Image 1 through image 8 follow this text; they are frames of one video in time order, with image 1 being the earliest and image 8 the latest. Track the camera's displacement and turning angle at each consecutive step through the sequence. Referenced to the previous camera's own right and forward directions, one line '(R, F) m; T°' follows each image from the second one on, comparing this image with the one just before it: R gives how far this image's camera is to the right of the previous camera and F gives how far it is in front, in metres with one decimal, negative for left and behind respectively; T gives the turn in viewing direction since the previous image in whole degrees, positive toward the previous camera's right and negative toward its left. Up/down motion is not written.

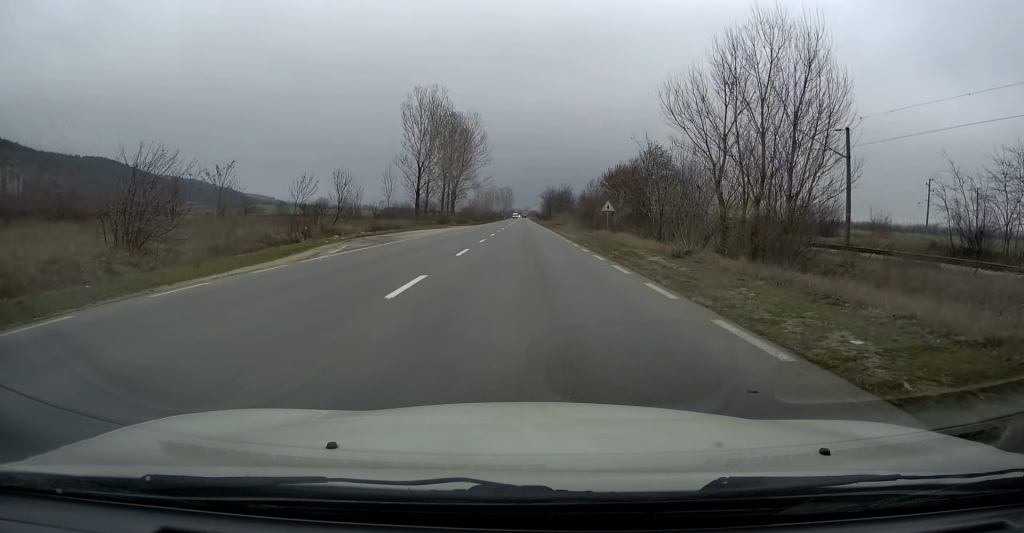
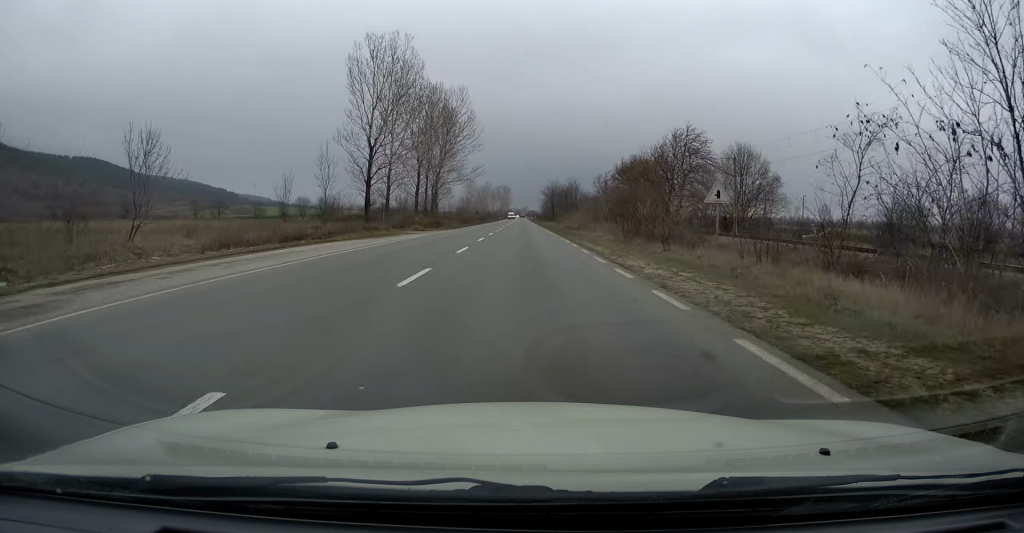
(0.0, +25.5) m; 0°
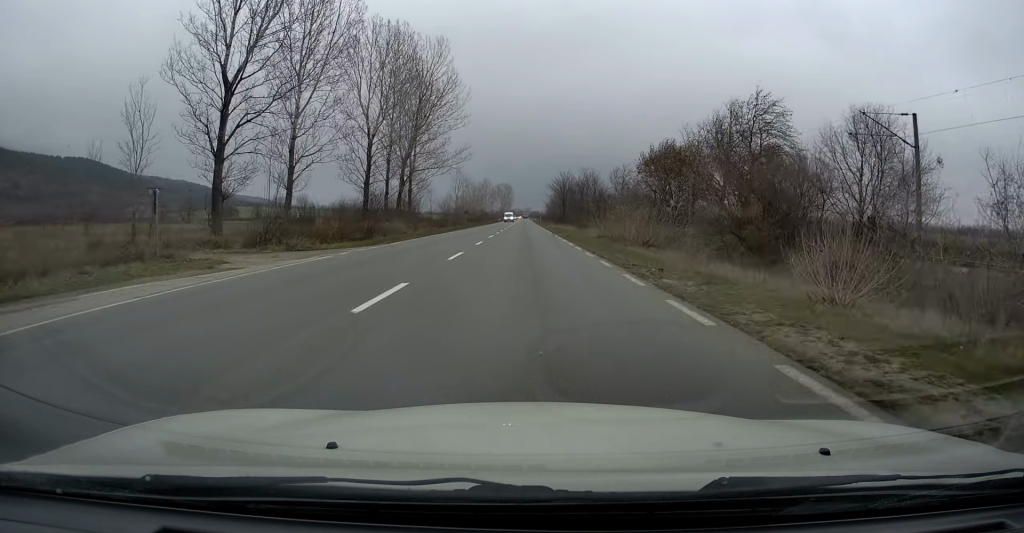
(+0.3, +29.3) m; +1°
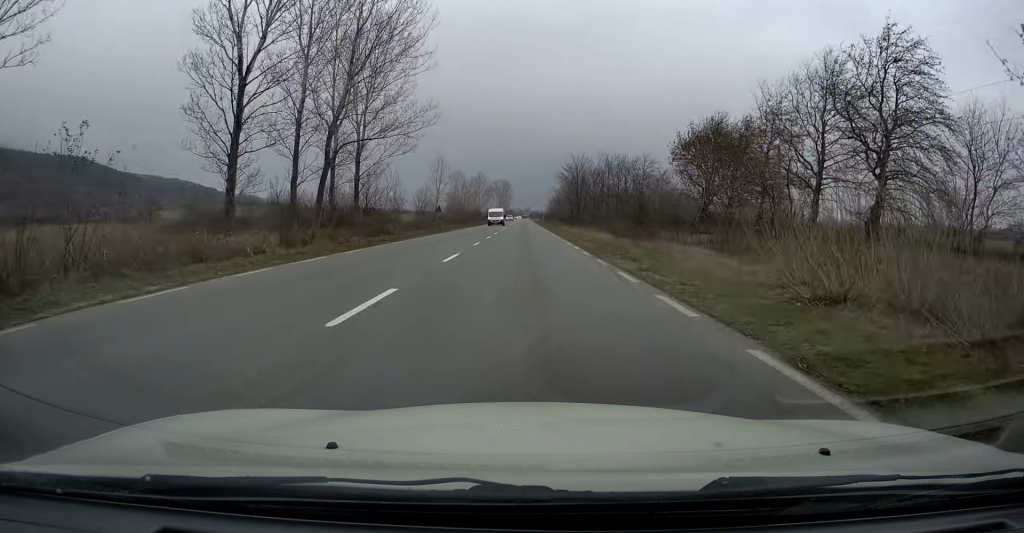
(-0.2, +27.7) m; -1°
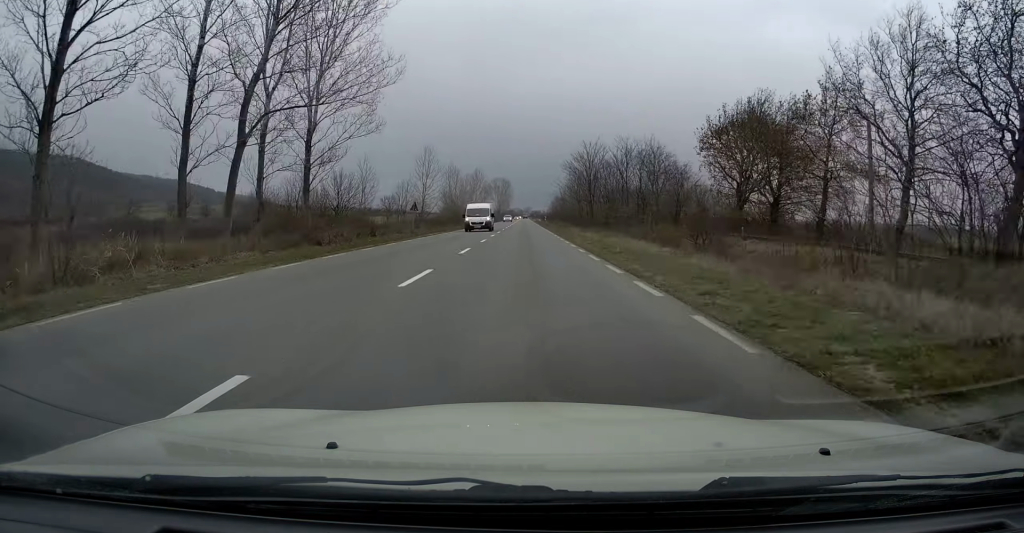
(-0.1, +14.2) m; 0°
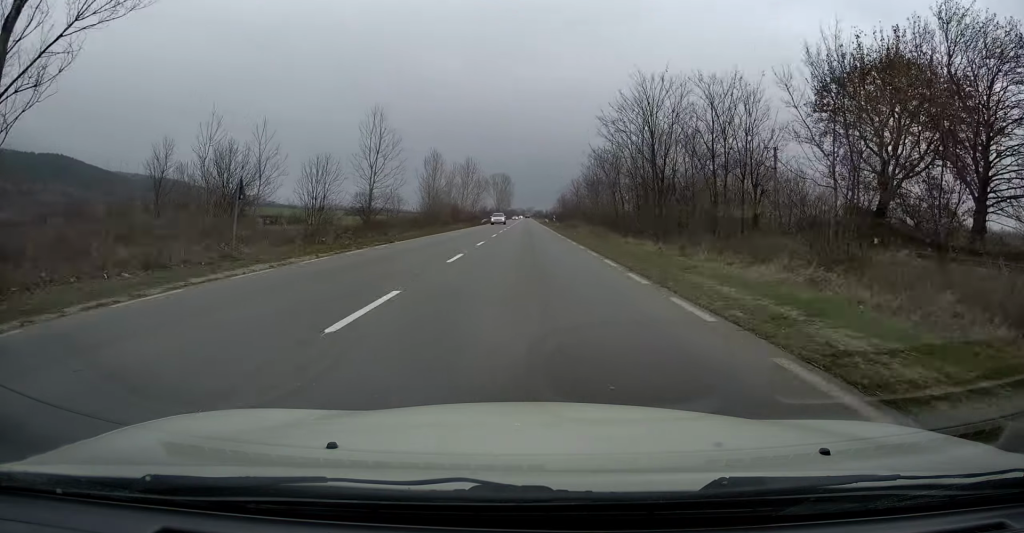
(0.0, +30.7) m; 0°
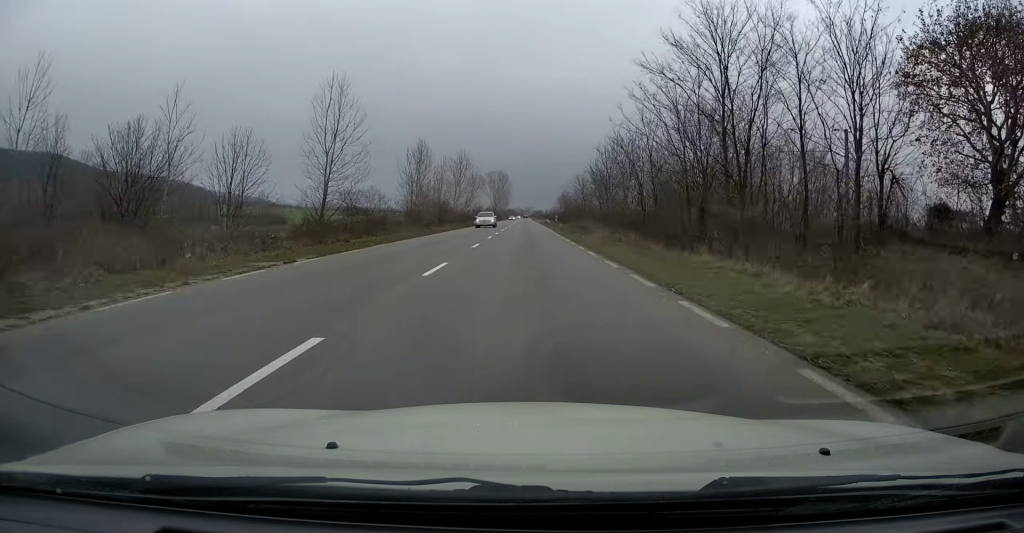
(0.0, +12.6) m; 0°
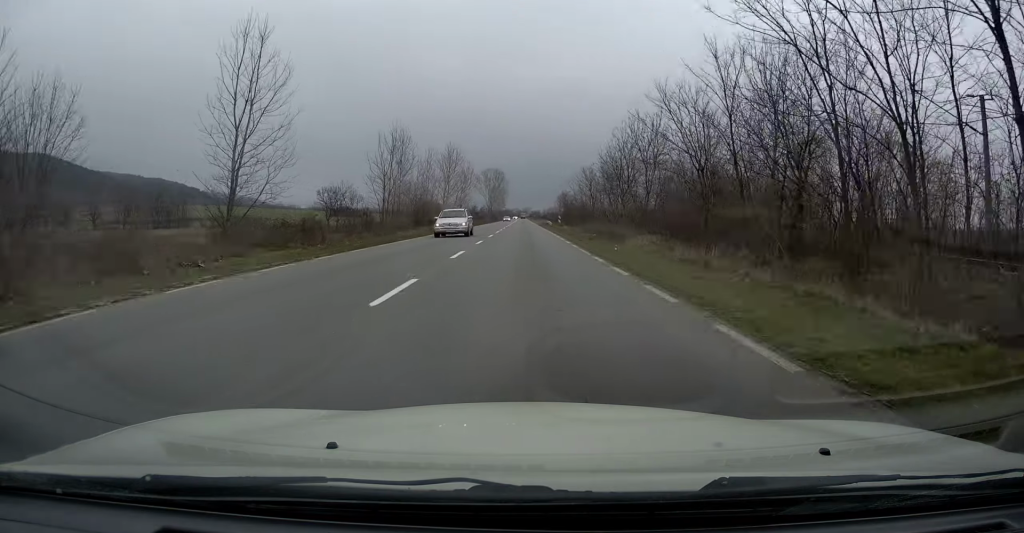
(-0.1, +14.1) m; +1°
